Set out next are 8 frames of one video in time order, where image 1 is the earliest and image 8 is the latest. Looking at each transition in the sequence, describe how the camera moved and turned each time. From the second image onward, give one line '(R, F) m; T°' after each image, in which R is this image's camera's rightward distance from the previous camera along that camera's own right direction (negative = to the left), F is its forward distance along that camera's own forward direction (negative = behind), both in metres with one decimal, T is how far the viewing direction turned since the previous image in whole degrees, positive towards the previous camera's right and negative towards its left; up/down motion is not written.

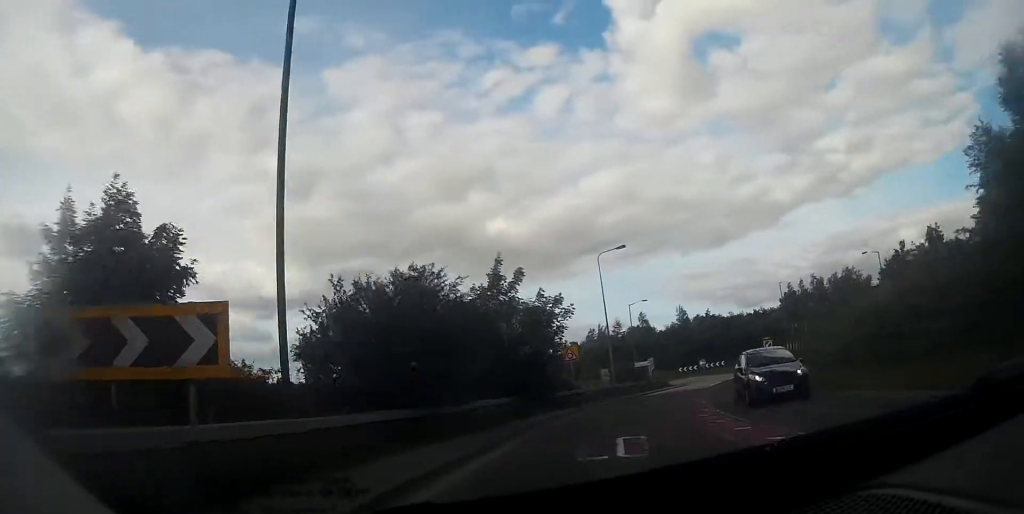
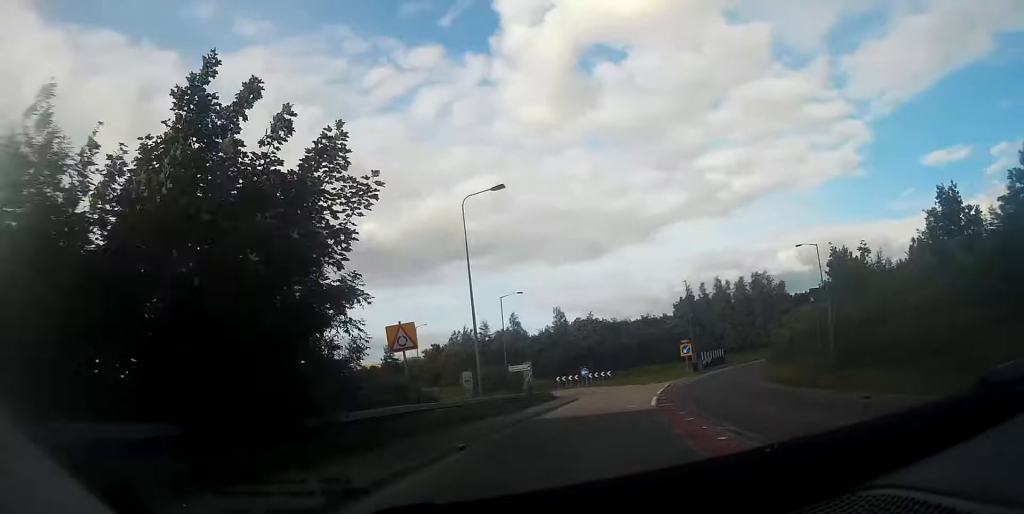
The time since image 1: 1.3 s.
(+1.5, +15.4) m; +11°
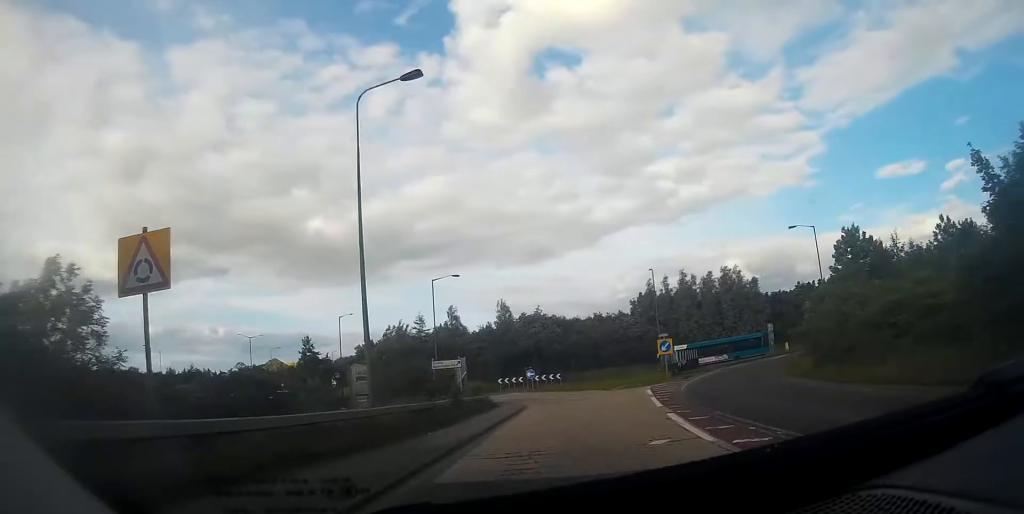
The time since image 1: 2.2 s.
(+0.9, +11.0) m; +7°
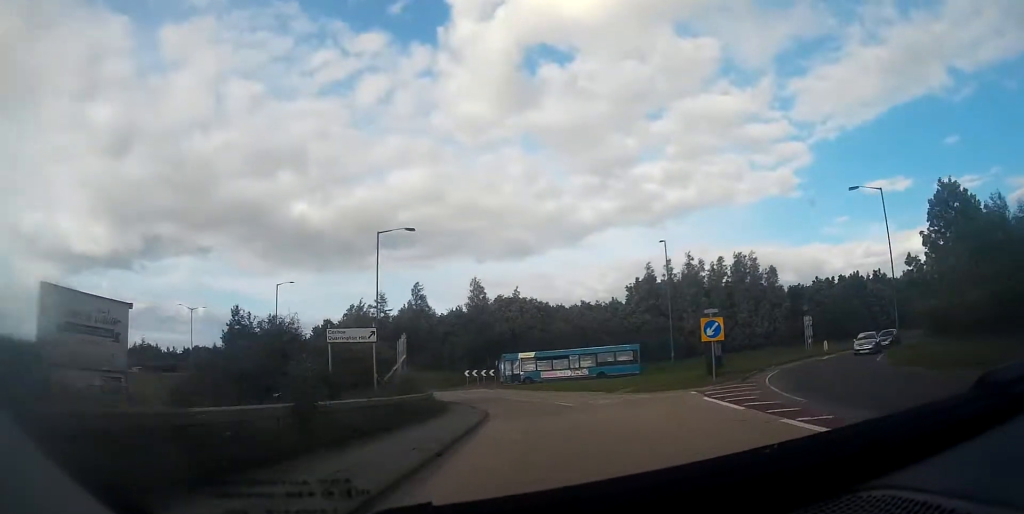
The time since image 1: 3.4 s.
(+0.7, +13.7) m; +4°
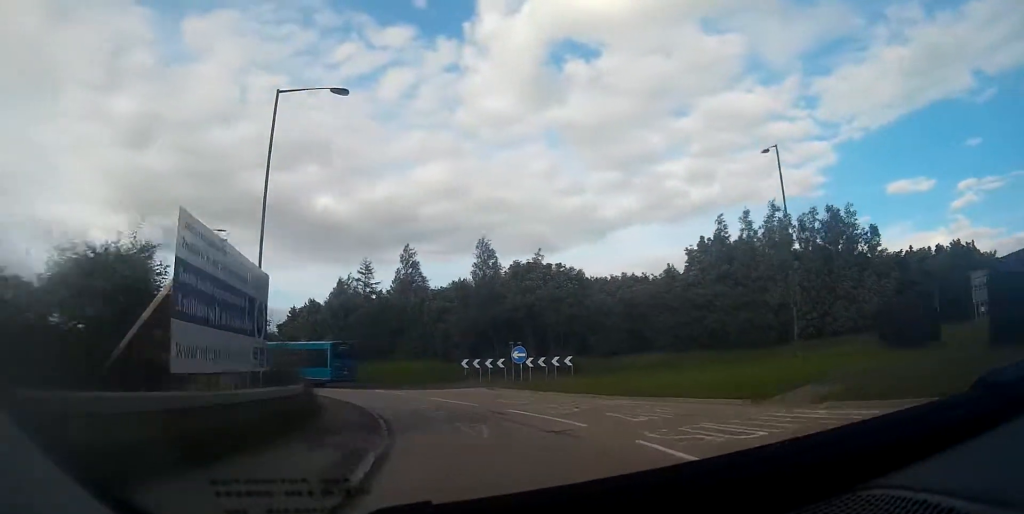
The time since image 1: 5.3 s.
(+0.1, +19.2) m; -2°
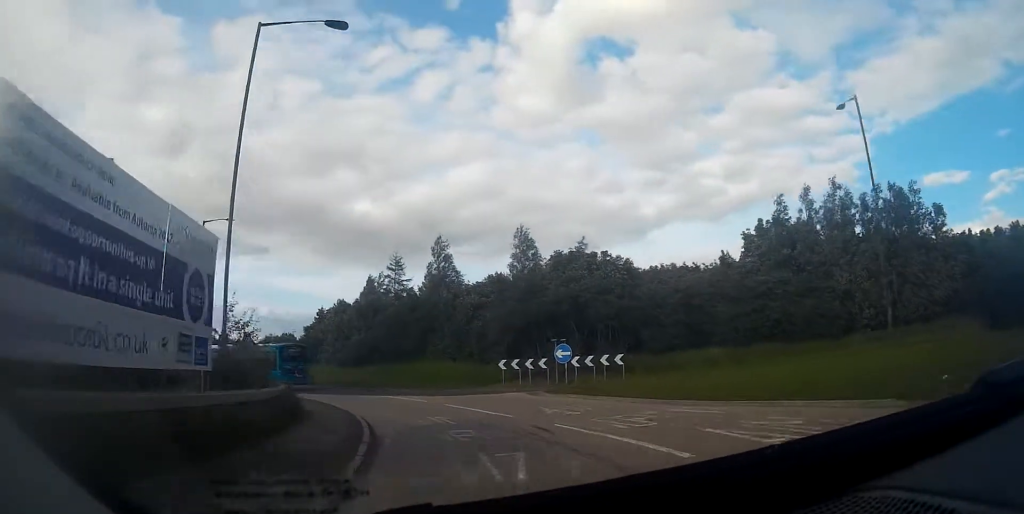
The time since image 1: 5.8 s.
(-0.1, +4.5) m; -2°
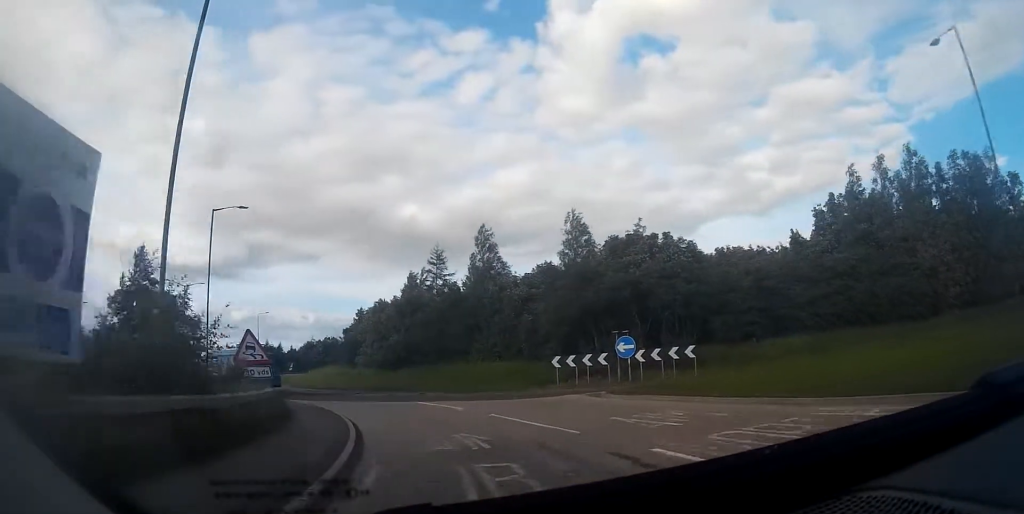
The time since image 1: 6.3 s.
(-0.1, +4.3) m; -2°
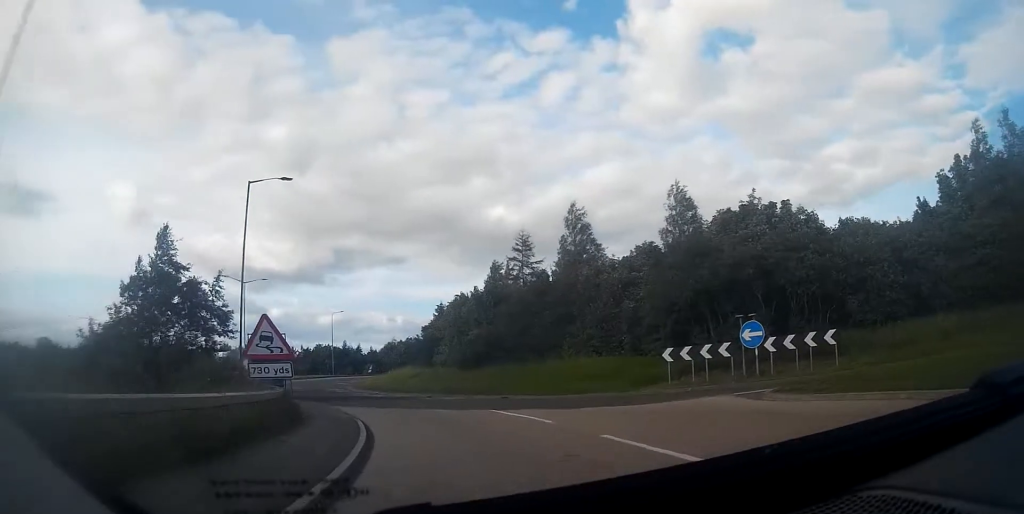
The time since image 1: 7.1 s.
(-0.1, +5.8) m; -4°
